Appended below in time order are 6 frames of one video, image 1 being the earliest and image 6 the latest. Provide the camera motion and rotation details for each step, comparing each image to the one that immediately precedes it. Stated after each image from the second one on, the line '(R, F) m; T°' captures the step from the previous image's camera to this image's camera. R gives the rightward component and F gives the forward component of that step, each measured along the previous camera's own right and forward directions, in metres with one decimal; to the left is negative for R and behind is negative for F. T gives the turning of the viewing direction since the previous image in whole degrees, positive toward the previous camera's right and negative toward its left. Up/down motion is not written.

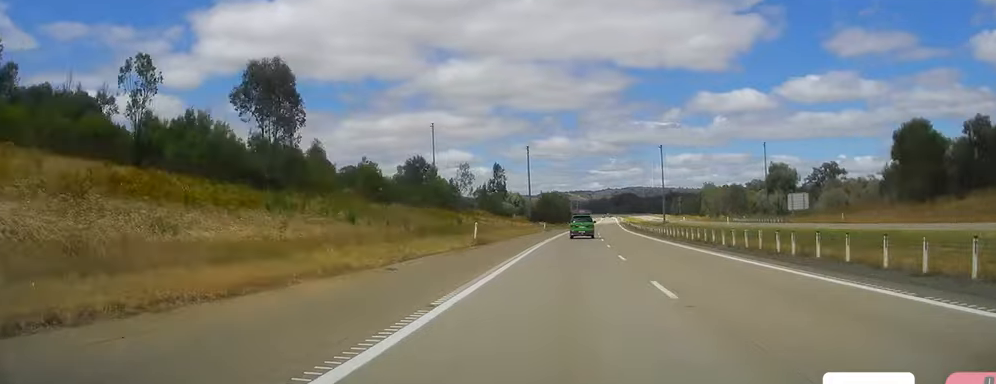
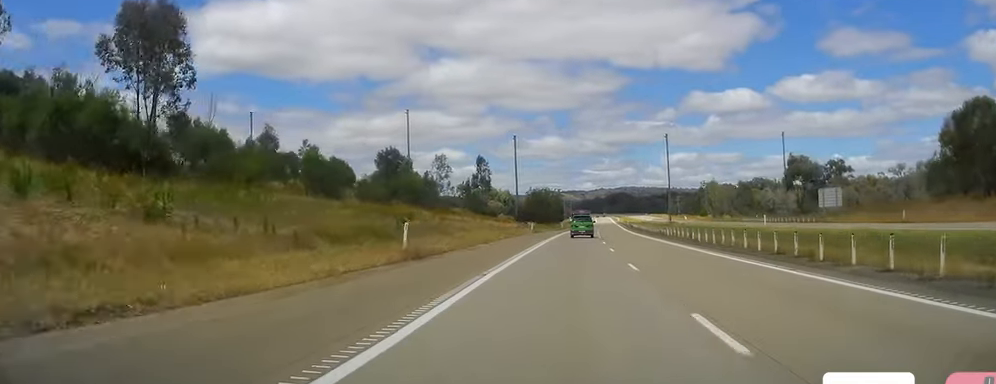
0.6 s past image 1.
(0.0, +17.3) m; +1°
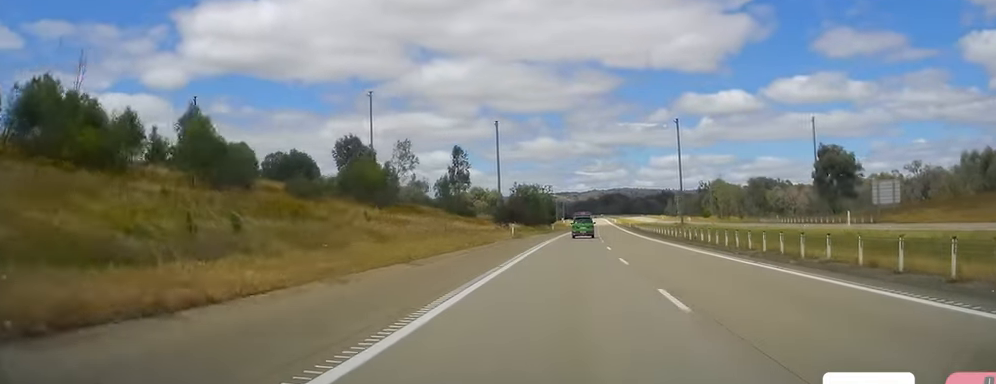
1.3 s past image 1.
(+0.2, +20.1) m; 0°
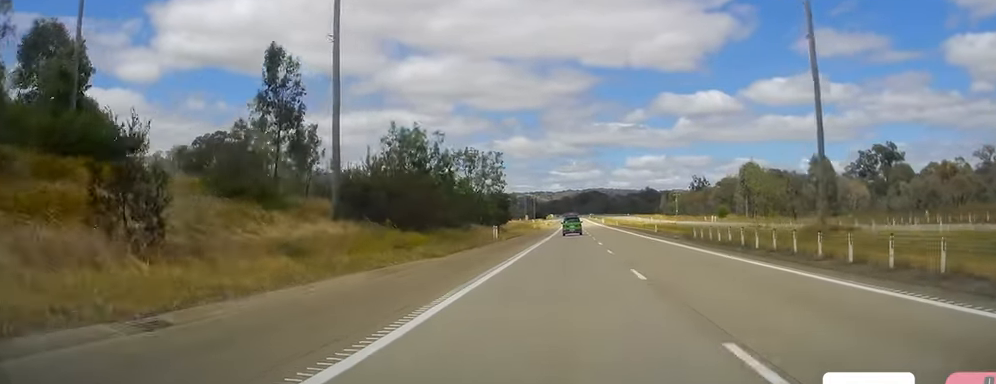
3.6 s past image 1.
(-0.4, +66.4) m; +2°
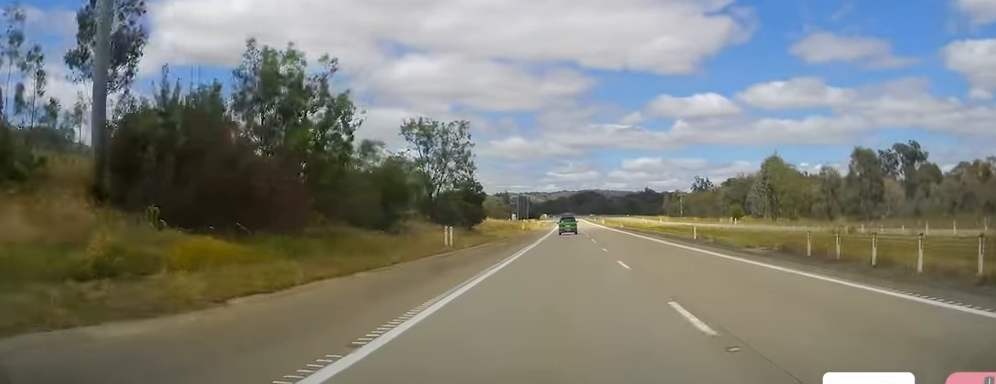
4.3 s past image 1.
(+1.0, +21.2) m; +1°
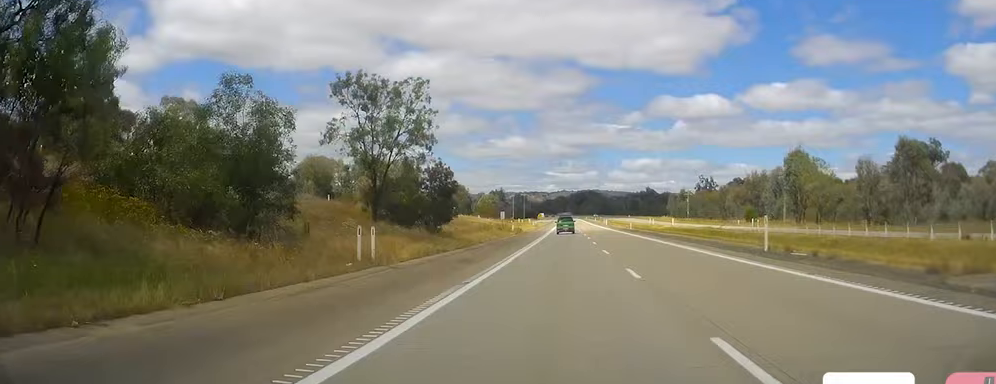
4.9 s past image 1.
(+0.1, +15.5) m; 0°
